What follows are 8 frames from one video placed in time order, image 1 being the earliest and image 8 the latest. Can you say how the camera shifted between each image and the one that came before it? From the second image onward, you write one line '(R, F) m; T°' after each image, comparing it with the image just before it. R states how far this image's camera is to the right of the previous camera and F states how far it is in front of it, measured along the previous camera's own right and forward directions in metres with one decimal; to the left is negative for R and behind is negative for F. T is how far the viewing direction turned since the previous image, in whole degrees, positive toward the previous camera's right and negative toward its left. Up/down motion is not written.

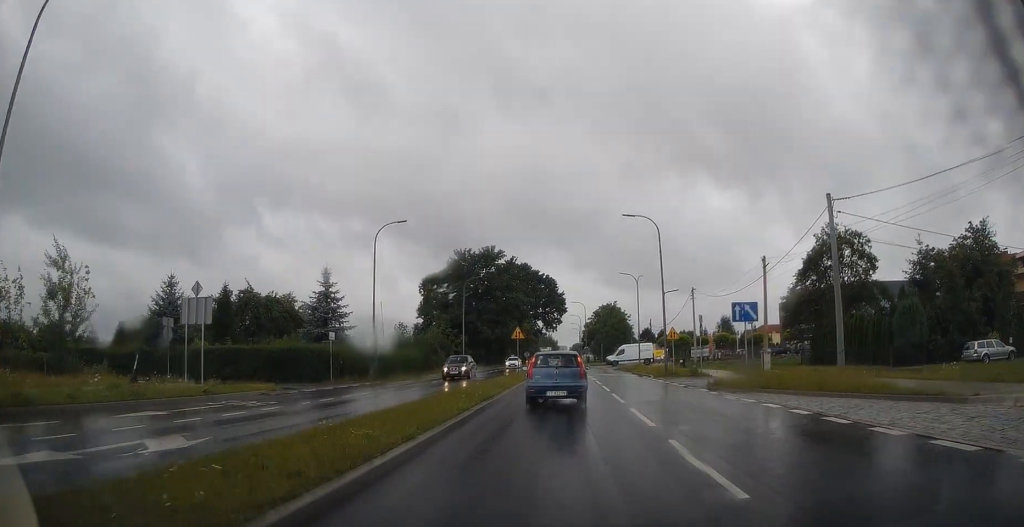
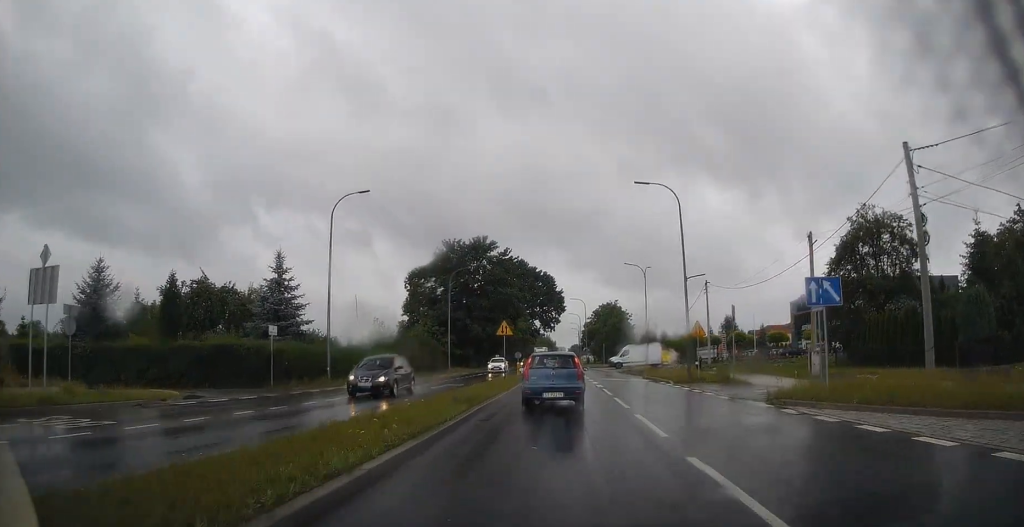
(-0.1, +7.9) m; 0°
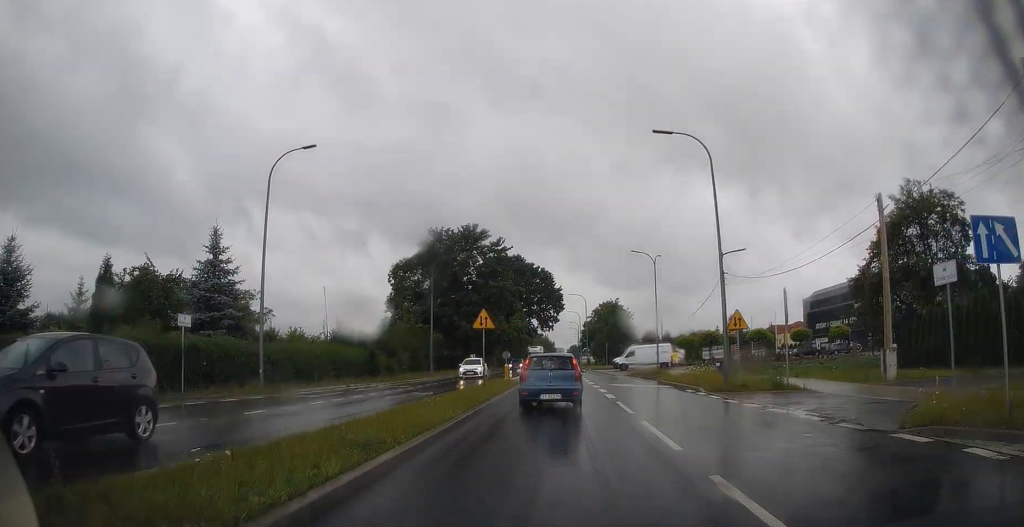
(0.0, +7.4) m; +1°
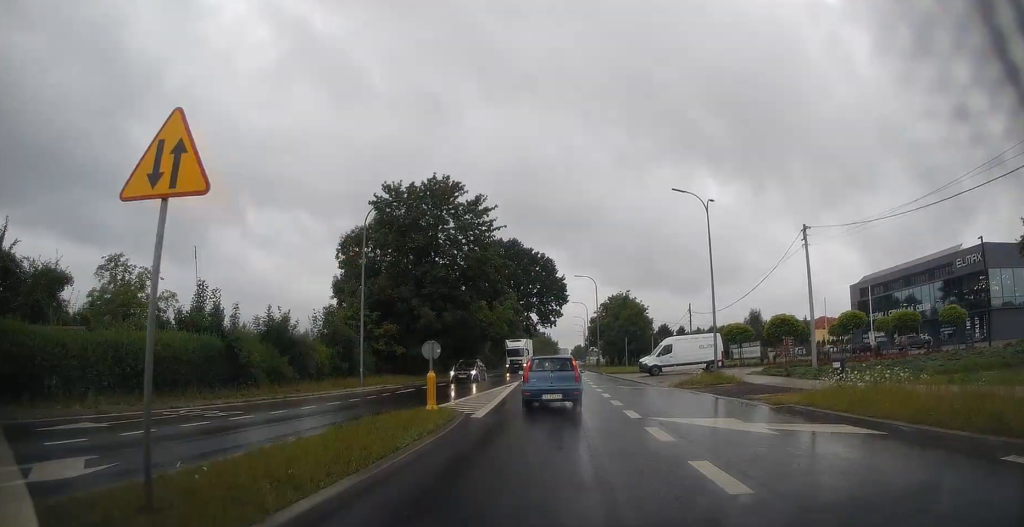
(-0.2, +19.0) m; -2°
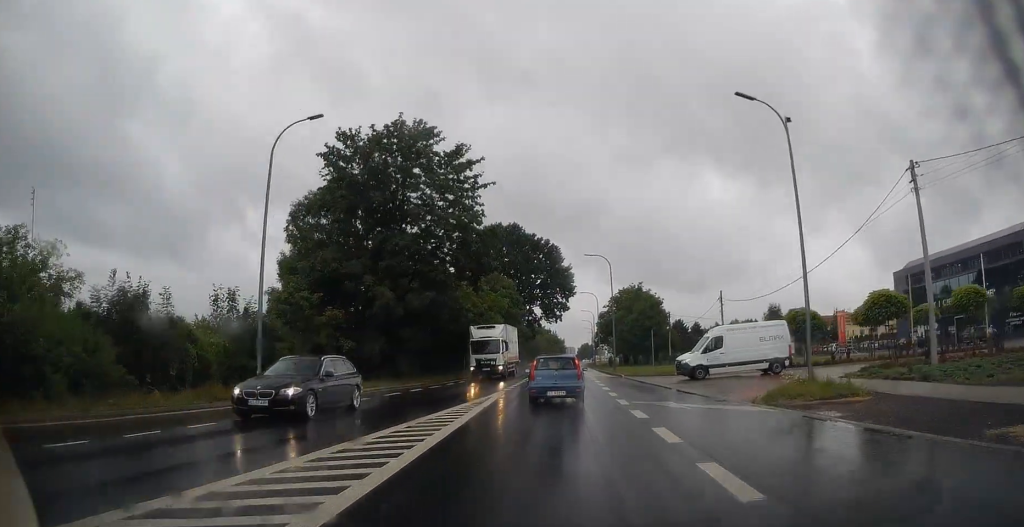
(-0.2, +12.2) m; 0°
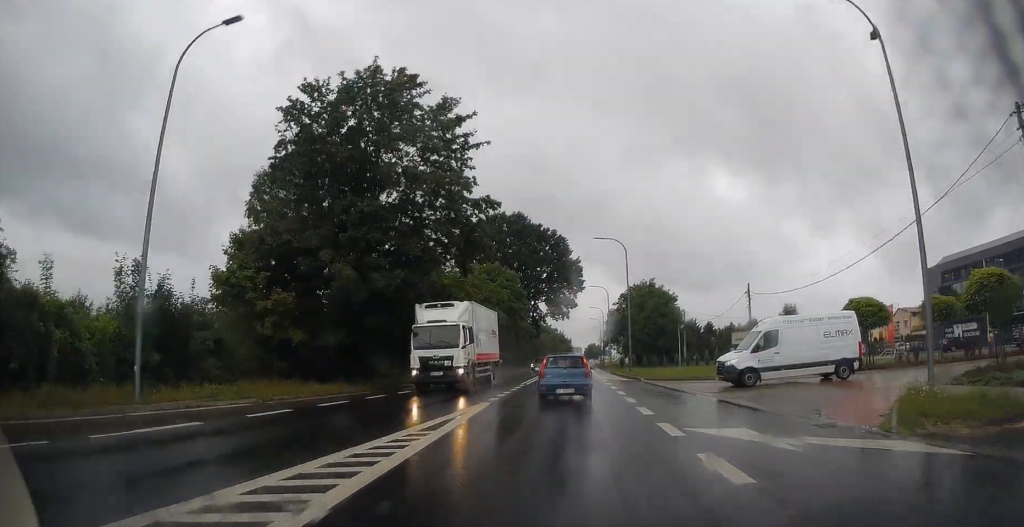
(+0.1, +7.2) m; 0°
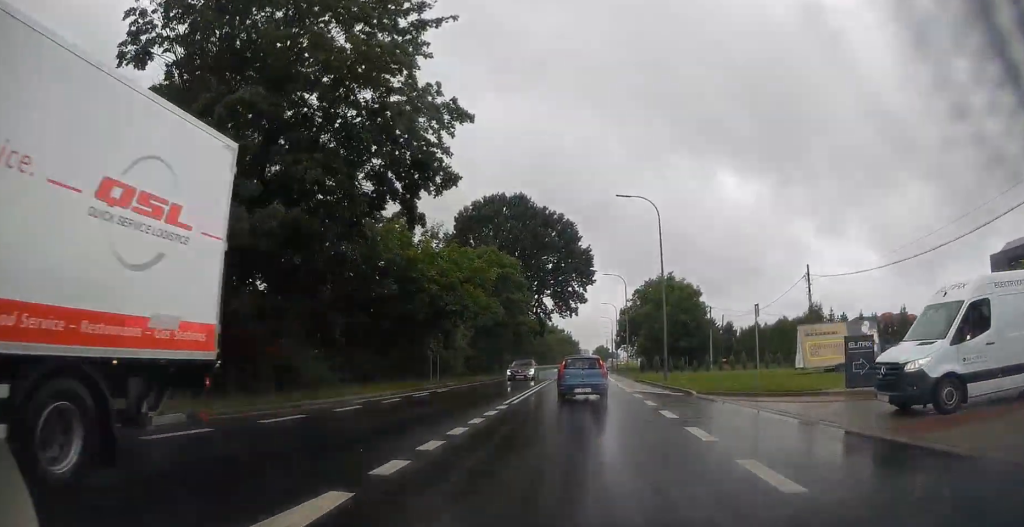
(0.0, +12.4) m; -1°
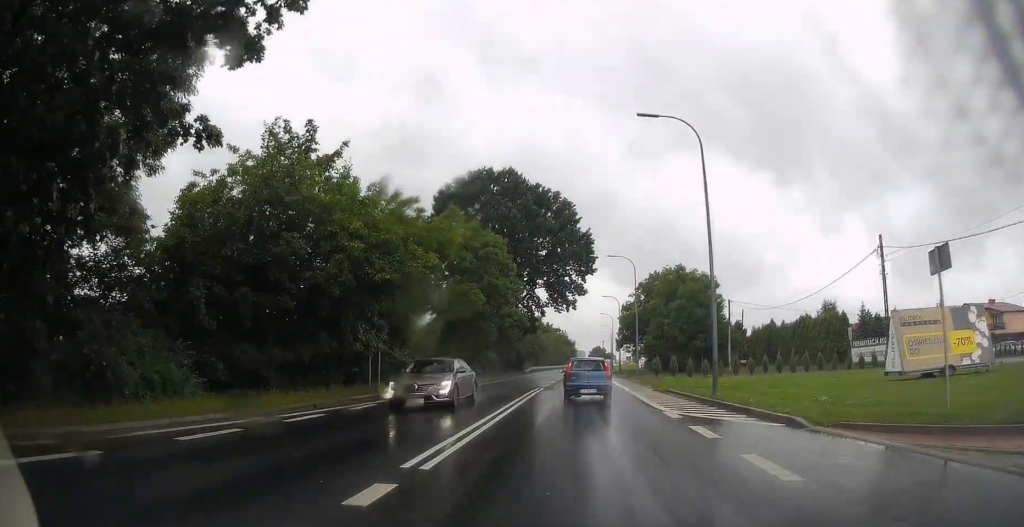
(-0.2, +11.3) m; -1°
